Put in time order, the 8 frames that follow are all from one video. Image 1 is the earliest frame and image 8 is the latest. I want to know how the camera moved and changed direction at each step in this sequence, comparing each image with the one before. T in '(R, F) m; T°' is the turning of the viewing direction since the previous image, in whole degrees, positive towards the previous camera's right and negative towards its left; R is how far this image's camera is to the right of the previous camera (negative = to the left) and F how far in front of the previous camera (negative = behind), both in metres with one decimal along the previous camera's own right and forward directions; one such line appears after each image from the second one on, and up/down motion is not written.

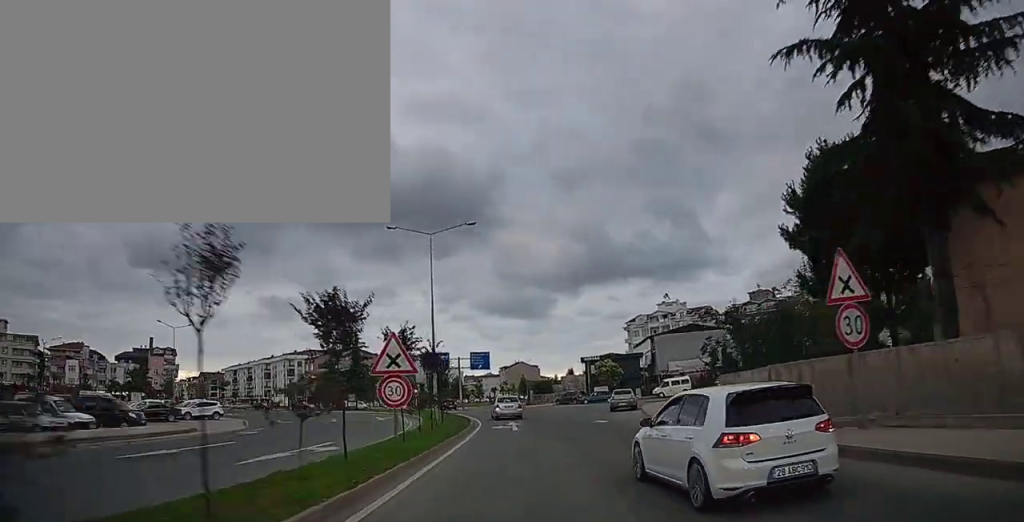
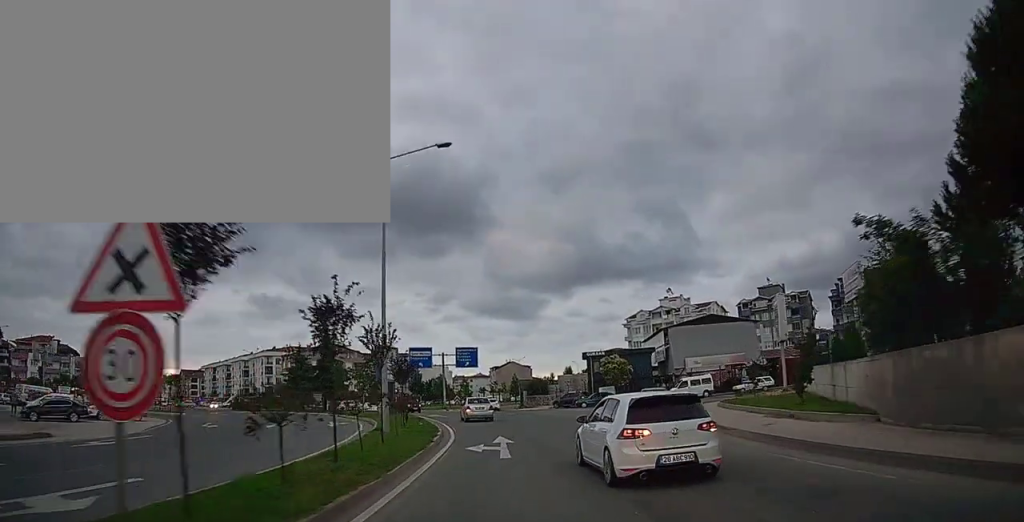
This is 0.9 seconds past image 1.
(+0.2, +10.7) m; 0°
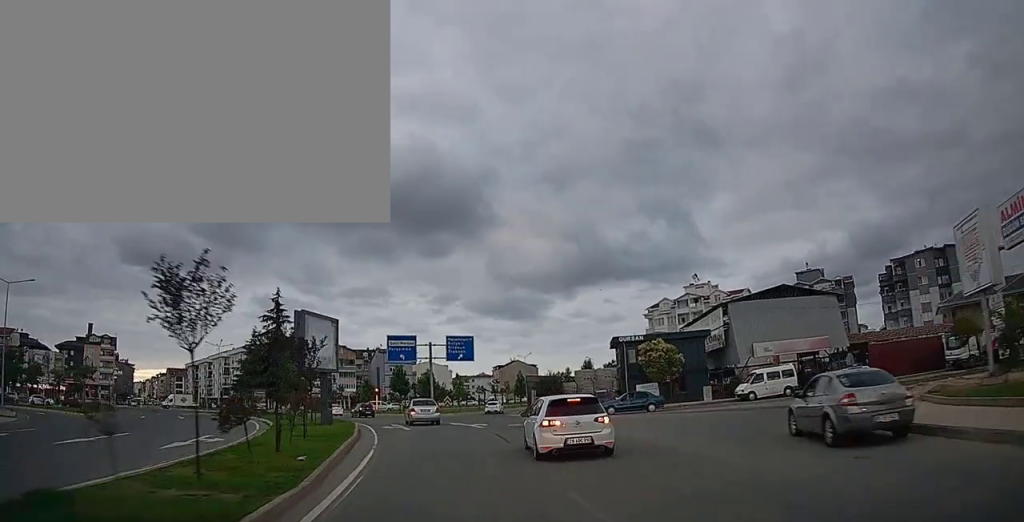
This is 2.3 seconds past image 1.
(-0.3, +17.3) m; -1°
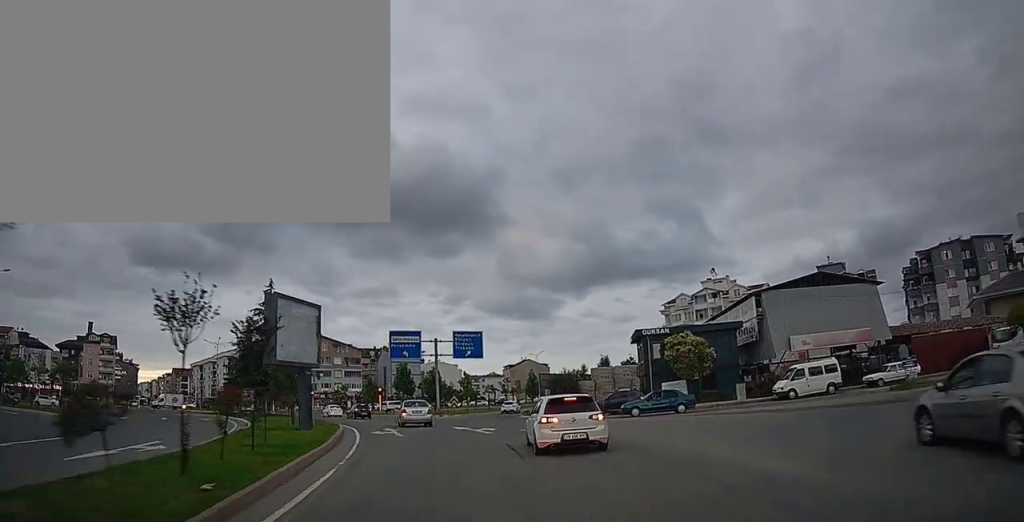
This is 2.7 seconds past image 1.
(0.0, +4.6) m; 0°
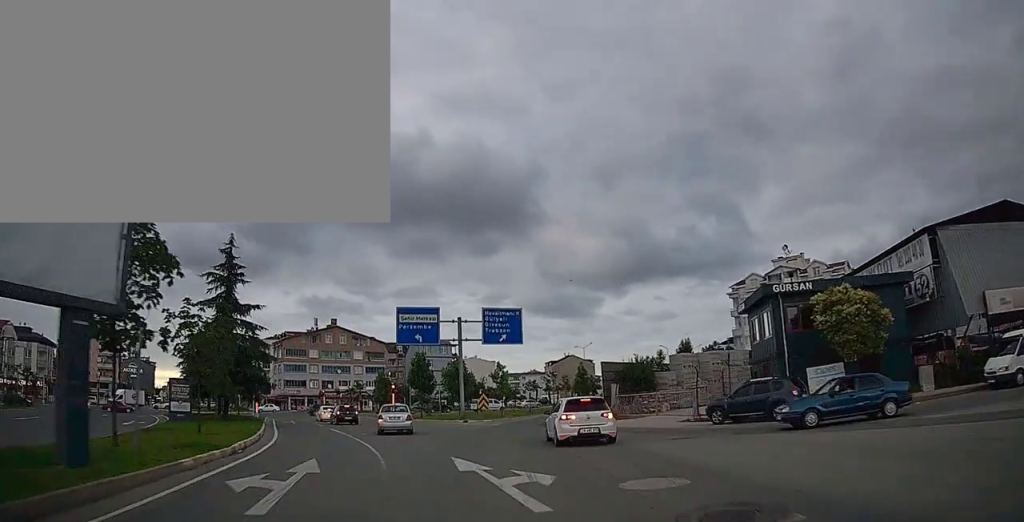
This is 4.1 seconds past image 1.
(-0.2, +15.8) m; -3°
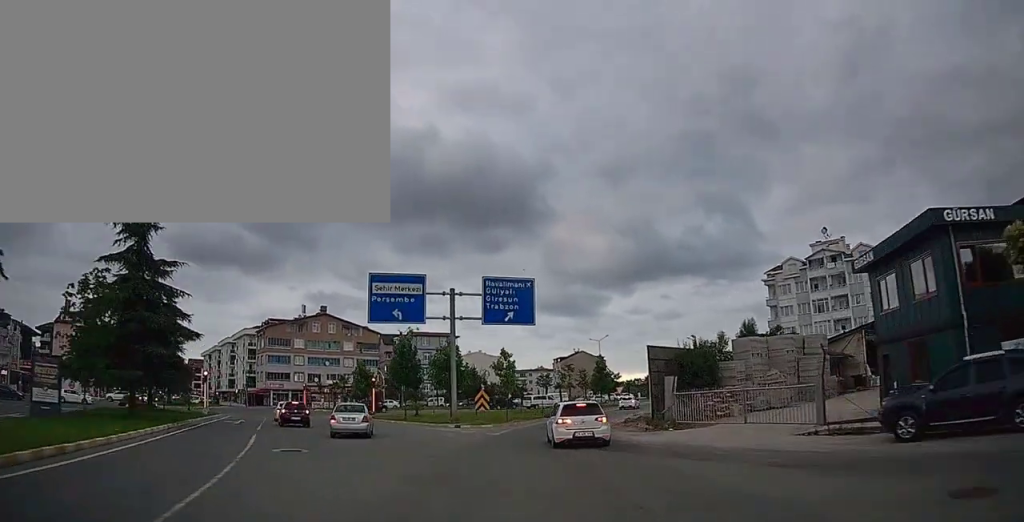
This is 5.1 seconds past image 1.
(-0.3, +11.2) m; -1°
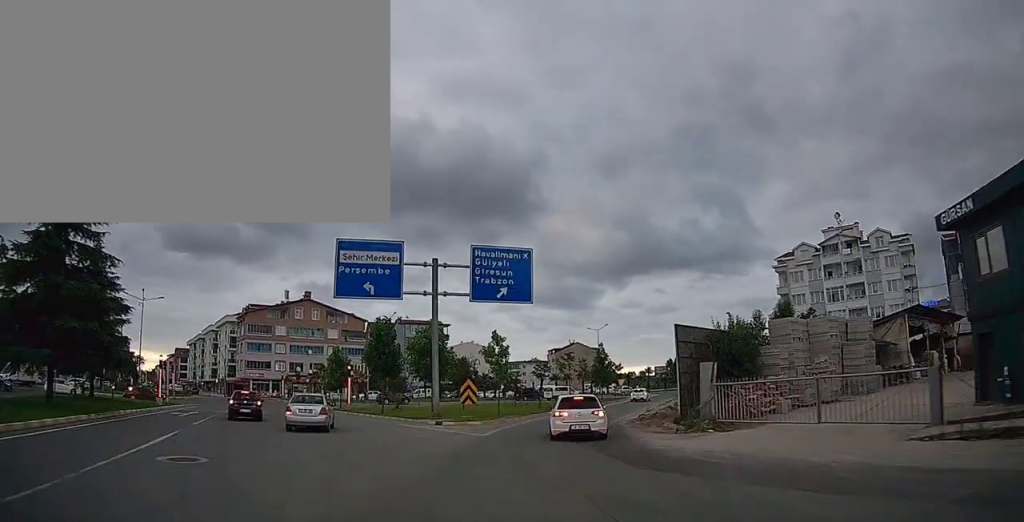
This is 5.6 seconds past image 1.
(0.0, +5.6) m; 0°
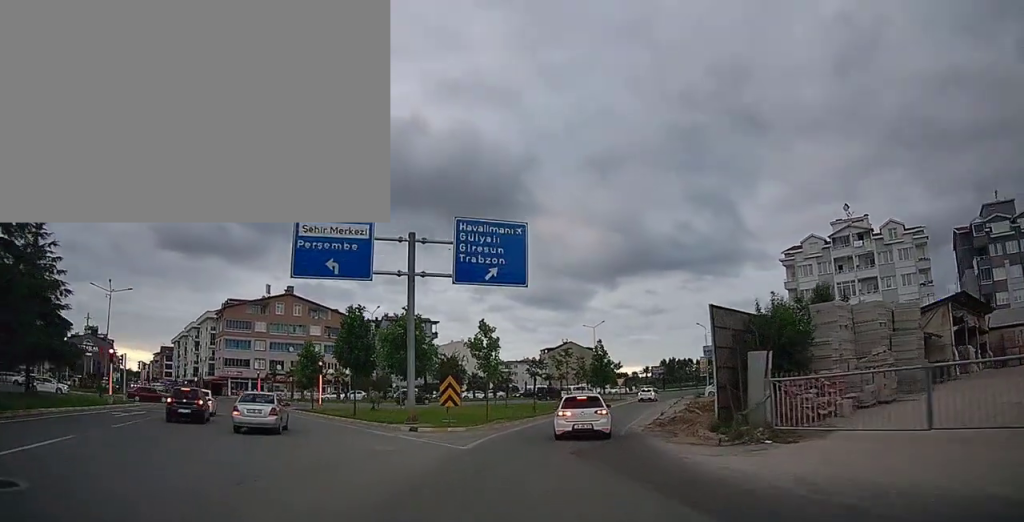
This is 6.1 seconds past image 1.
(0.0, +4.8) m; +1°
